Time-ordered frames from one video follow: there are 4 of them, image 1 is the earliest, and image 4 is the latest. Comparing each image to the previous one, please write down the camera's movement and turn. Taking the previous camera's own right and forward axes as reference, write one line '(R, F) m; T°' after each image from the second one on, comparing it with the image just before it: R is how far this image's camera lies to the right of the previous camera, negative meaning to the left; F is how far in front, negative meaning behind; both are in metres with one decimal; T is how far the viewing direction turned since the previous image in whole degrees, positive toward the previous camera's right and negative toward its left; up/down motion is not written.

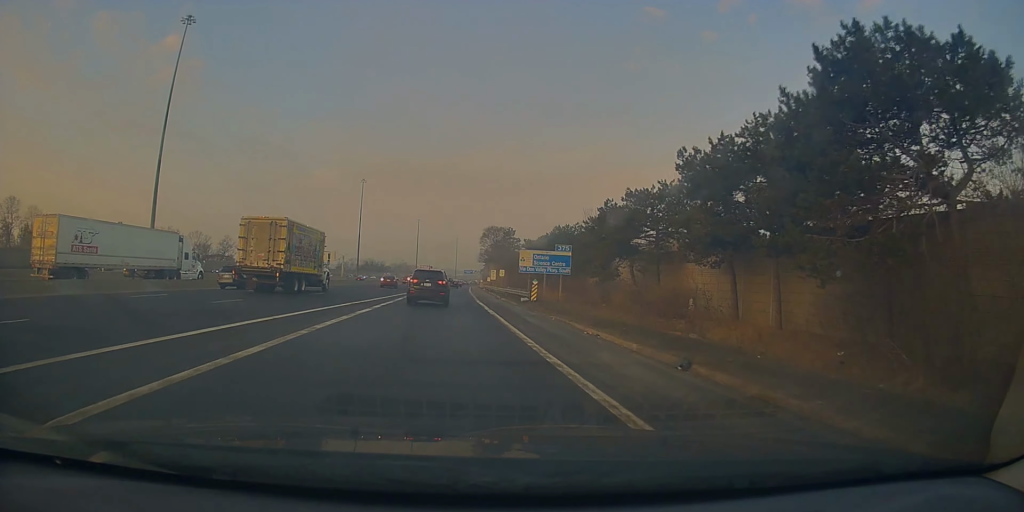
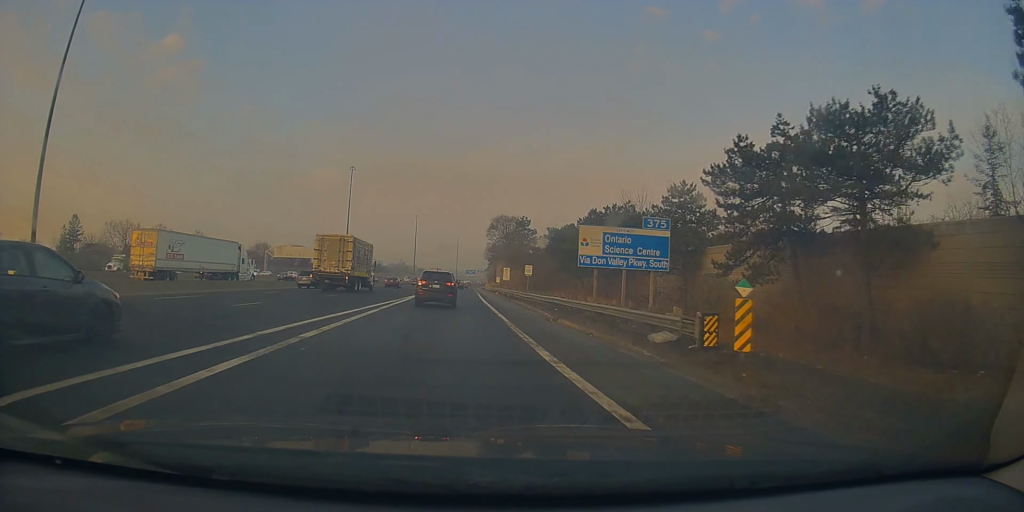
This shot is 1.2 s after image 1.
(+0.3, +25.0) m; 0°
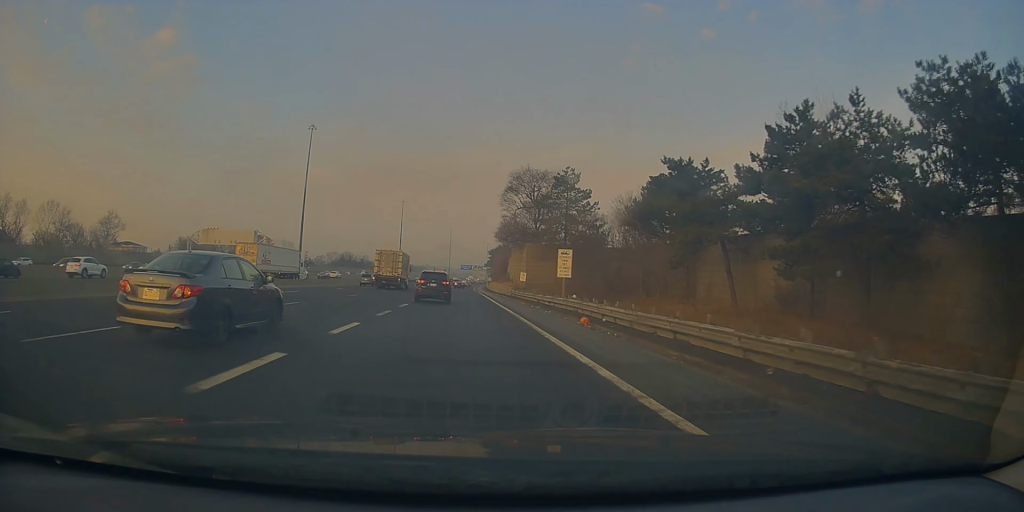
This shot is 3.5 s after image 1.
(-0.8, +47.7) m; -1°
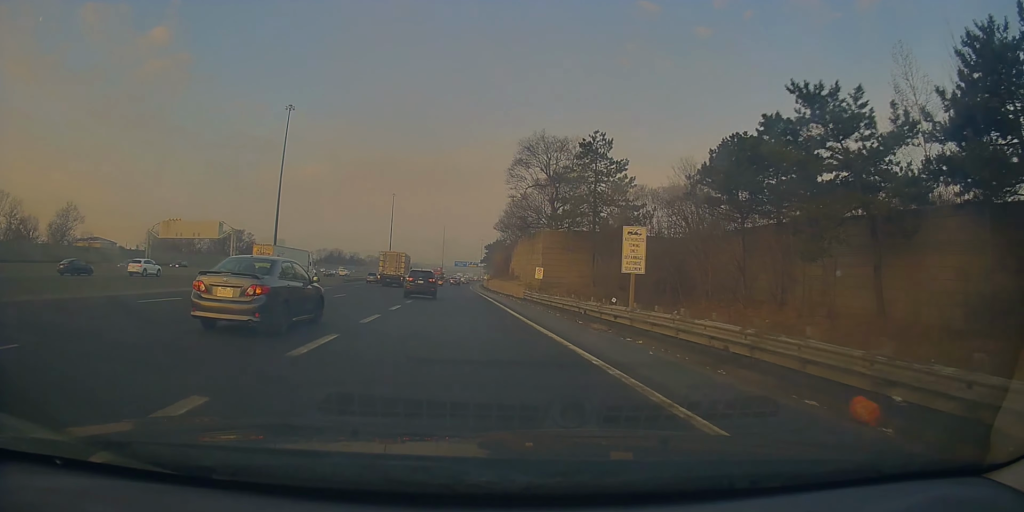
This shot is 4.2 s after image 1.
(+0.2, +15.4) m; +1°
